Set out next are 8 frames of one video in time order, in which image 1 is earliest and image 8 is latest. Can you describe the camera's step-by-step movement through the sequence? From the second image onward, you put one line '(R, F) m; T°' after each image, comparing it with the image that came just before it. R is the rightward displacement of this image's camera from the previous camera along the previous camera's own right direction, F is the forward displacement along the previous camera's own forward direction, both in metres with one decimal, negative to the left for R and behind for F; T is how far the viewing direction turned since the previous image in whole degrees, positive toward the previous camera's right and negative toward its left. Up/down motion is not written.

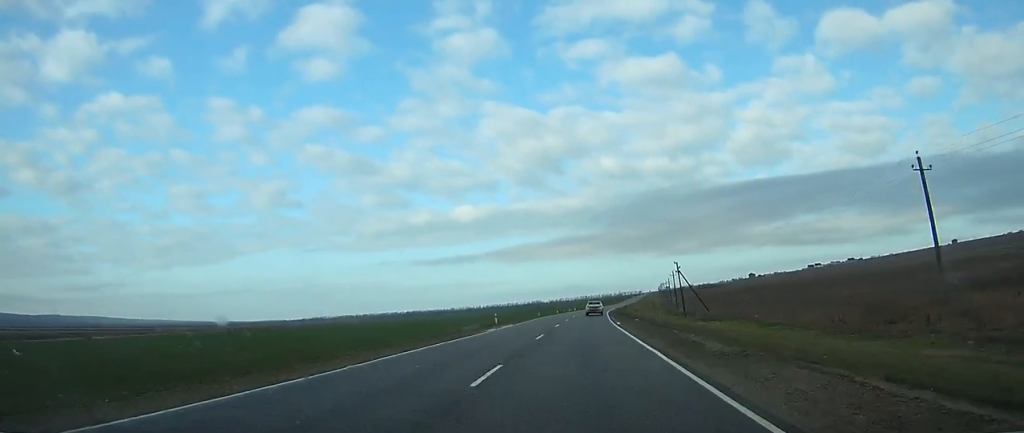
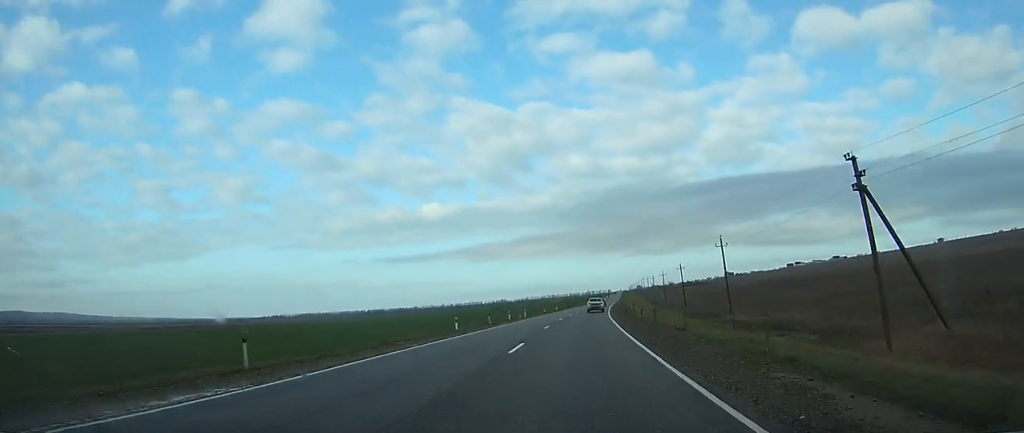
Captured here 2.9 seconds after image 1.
(+2.5, +67.0) m; +4°
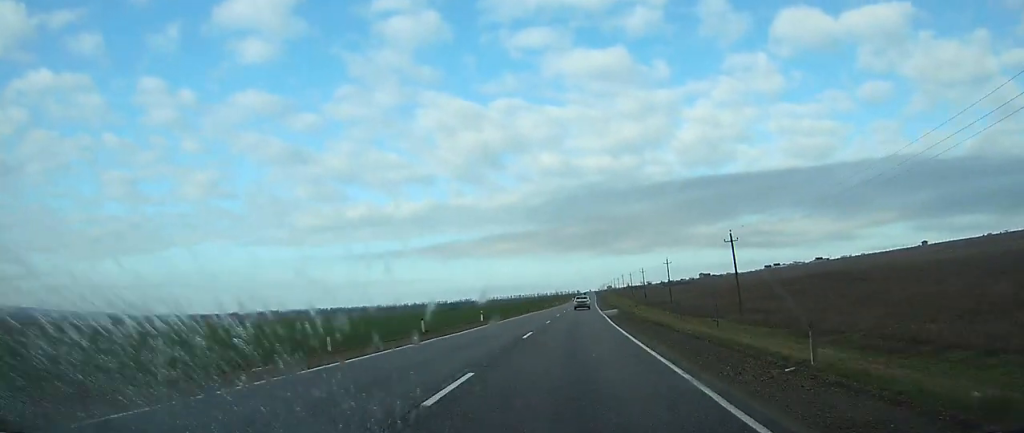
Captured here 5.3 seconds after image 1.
(+1.2, +55.7) m; +2°
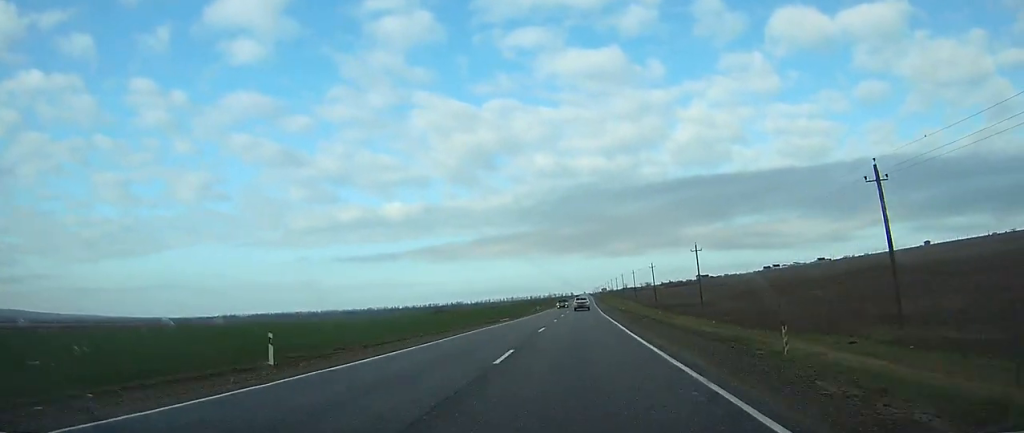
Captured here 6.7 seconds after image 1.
(+0.1, +31.2) m; +1°
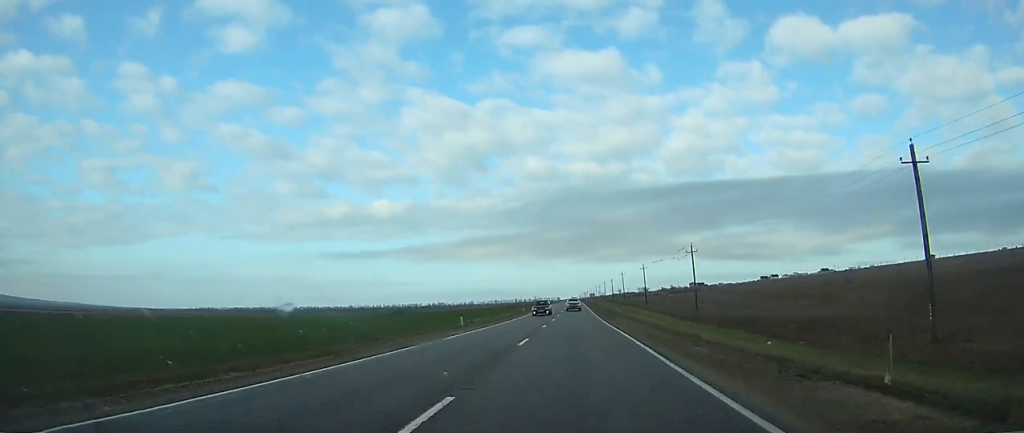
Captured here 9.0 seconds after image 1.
(+0.7, +55.2) m; +1°
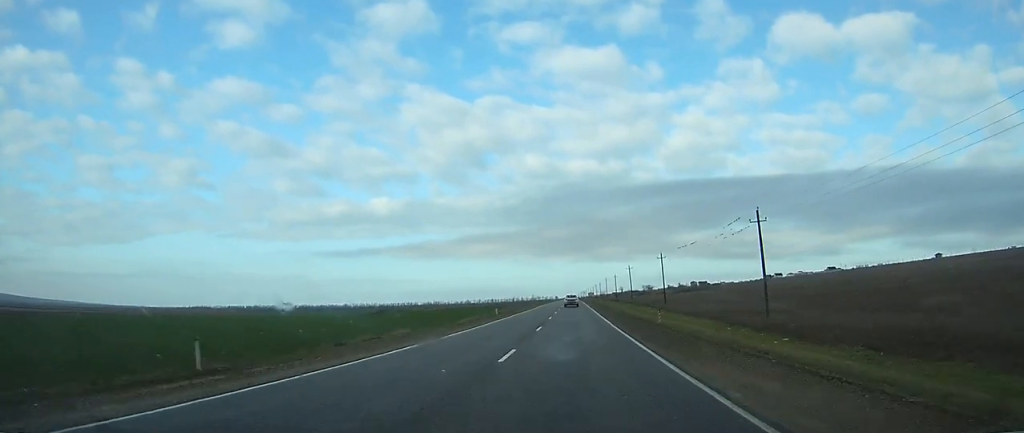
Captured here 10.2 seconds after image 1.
(+0.2, +28.6) m; 0°
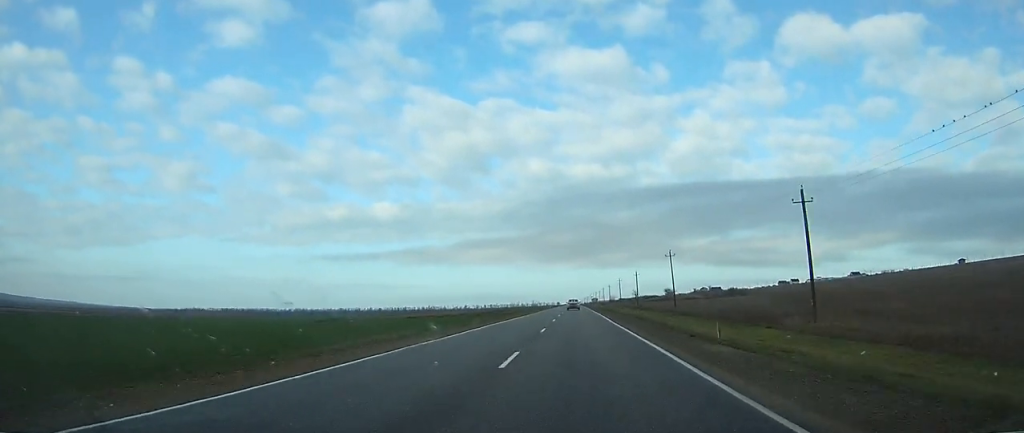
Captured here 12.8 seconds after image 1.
(-0.1, +62.2) m; 0°
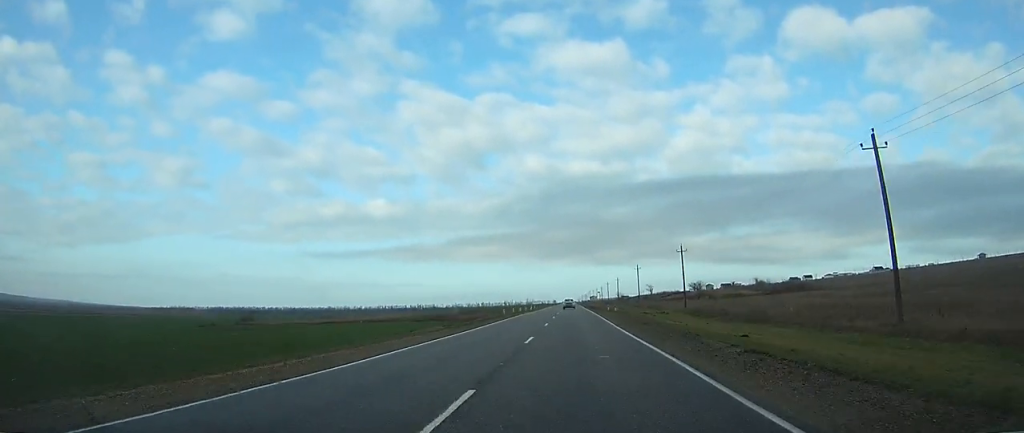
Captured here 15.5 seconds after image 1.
(0.0, +65.9) m; 0°
